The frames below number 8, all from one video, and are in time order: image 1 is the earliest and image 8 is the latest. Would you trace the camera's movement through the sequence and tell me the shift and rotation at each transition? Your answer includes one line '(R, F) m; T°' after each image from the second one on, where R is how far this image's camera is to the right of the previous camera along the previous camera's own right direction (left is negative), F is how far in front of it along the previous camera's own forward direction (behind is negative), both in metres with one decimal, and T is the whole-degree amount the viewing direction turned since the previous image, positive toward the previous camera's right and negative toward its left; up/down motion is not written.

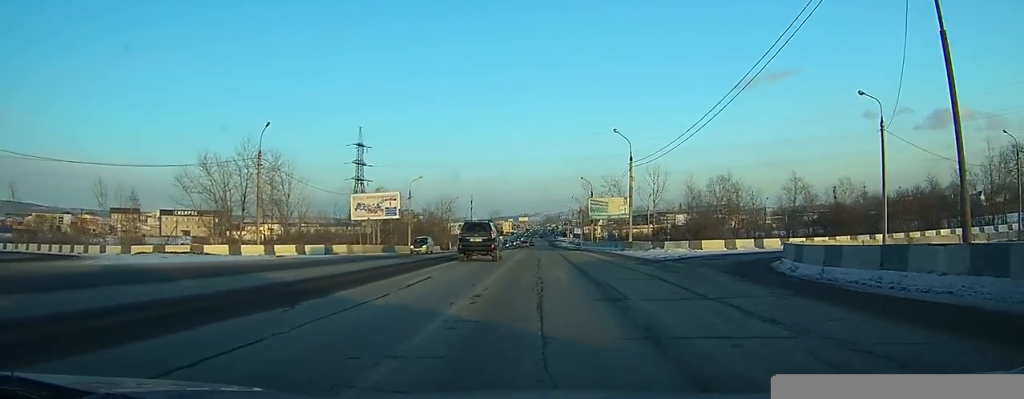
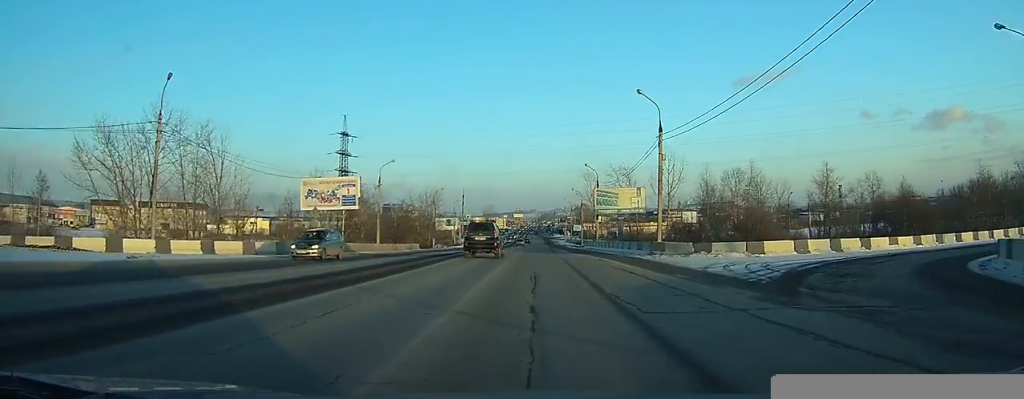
(0.0, +14.1) m; 0°
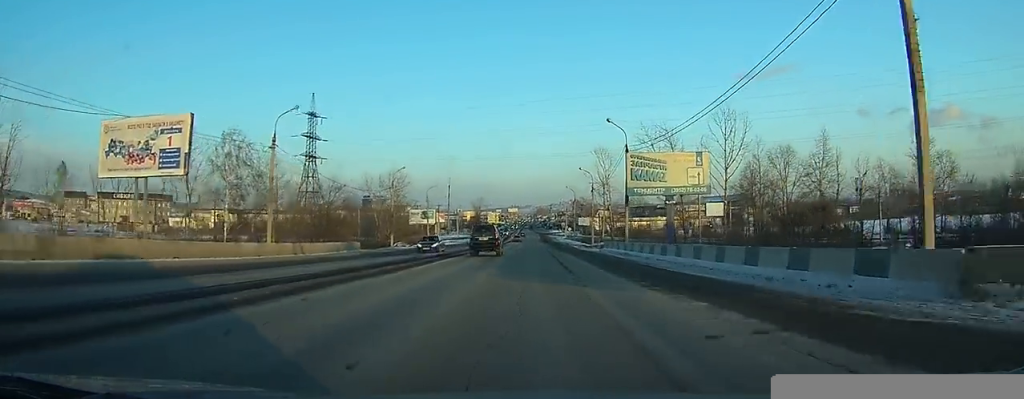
(+0.1, +27.3) m; 0°
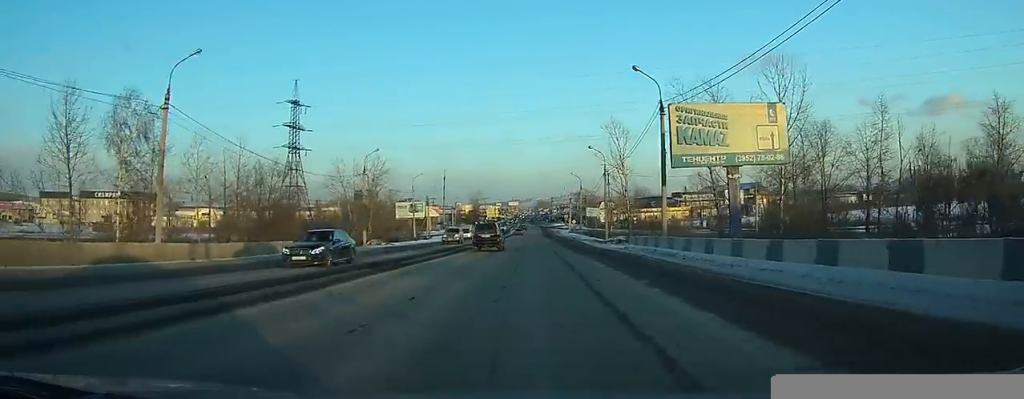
(0.0, +13.2) m; 0°
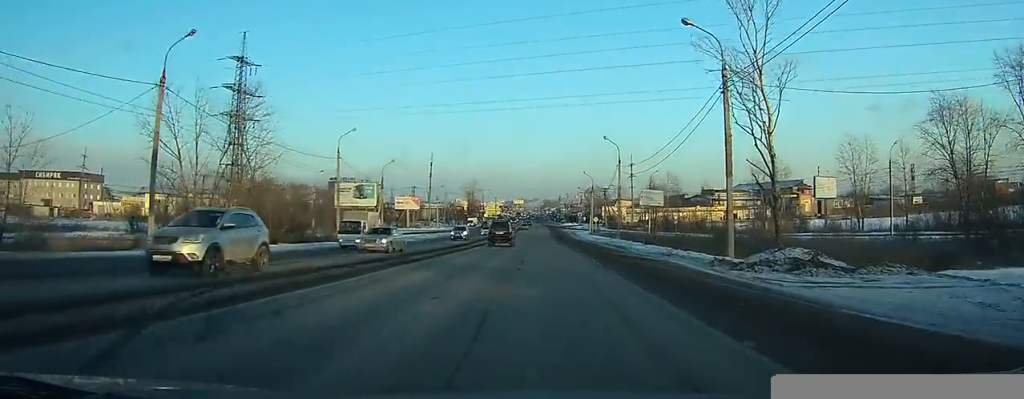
(+0.1, +38.6) m; 0°
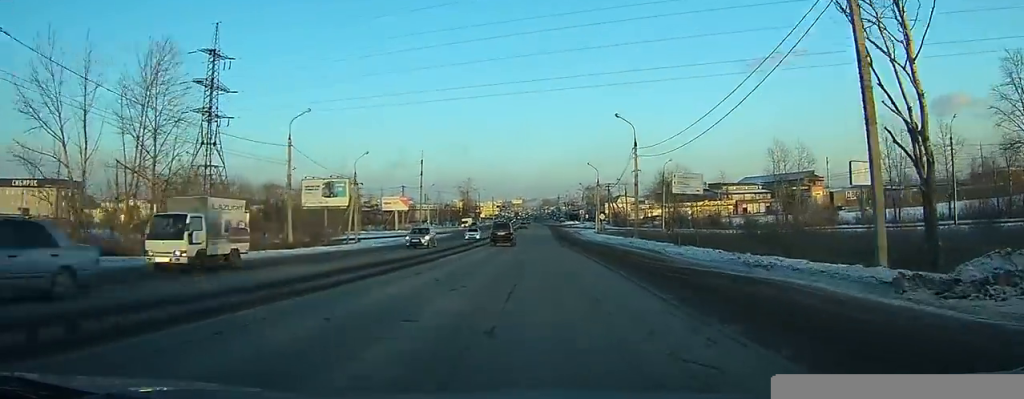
(0.0, +11.1) m; 0°
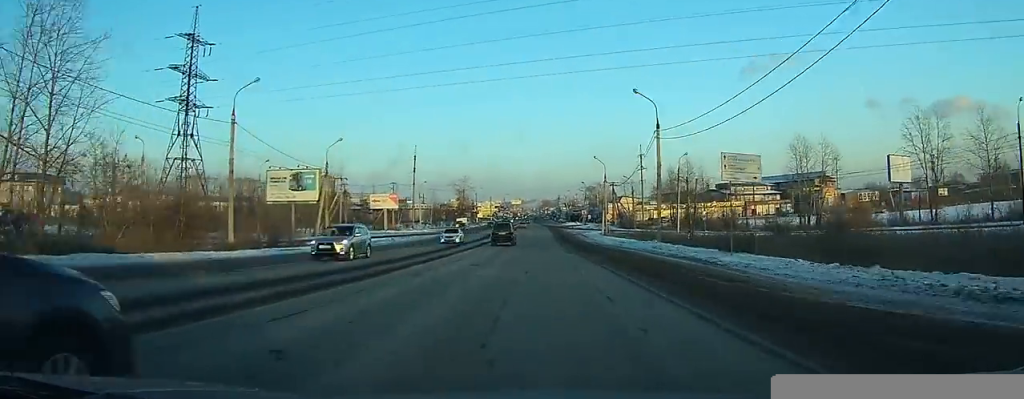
(0.0, +9.2) m; 0°
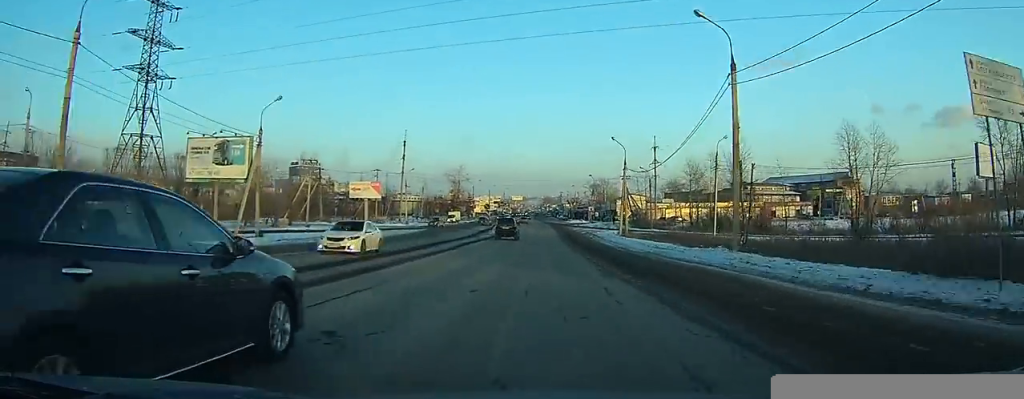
(0.0, +15.2) m; 0°
